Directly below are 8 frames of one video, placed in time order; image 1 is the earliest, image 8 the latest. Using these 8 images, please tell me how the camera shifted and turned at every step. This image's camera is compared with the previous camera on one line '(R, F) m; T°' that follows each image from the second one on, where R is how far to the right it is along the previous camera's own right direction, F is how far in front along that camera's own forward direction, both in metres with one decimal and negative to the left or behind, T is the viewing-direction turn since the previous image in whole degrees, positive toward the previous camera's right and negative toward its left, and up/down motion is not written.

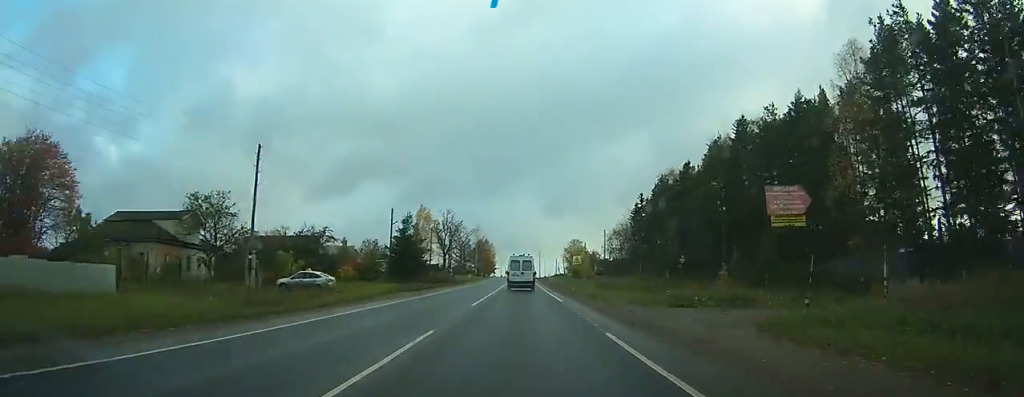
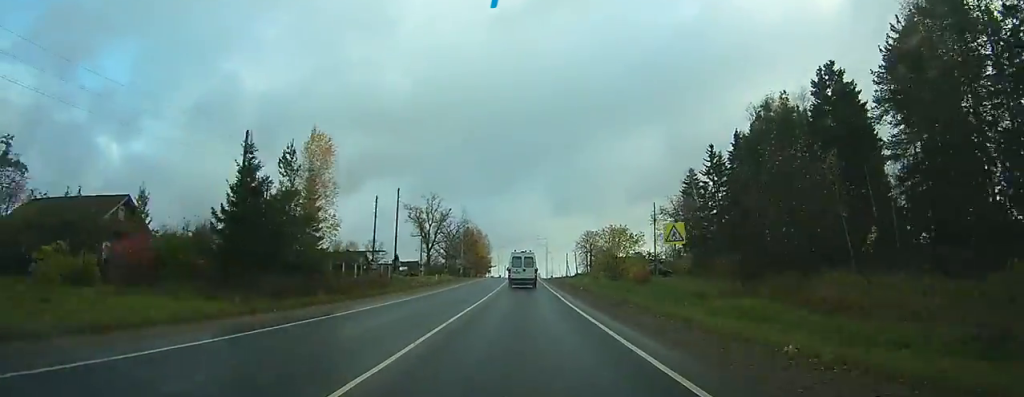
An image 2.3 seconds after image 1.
(0.0, +43.5) m; 0°
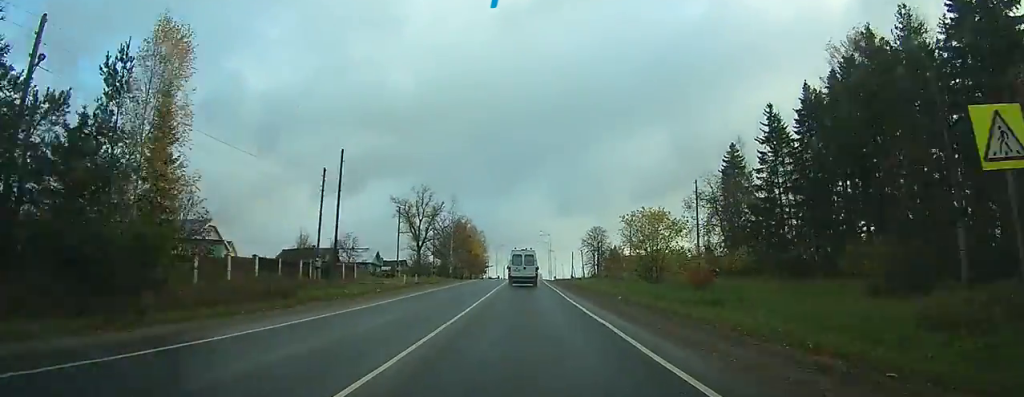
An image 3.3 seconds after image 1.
(0.0, +18.3) m; 0°
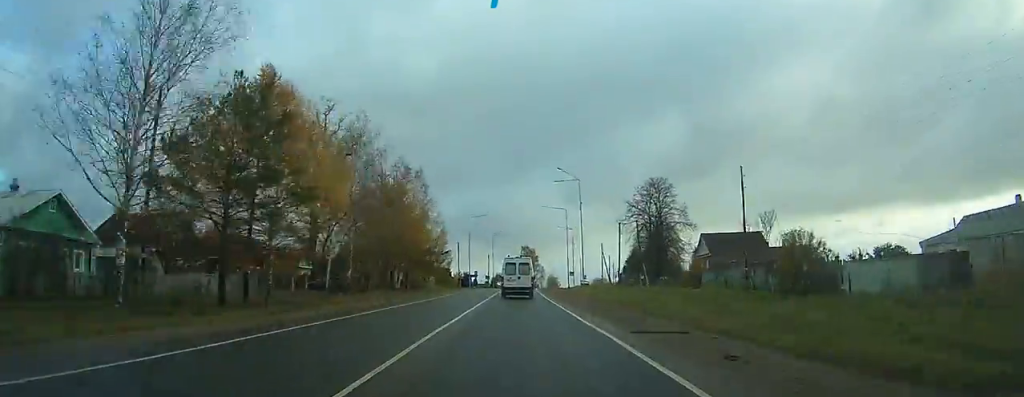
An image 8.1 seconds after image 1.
(0.0, +83.7) m; 0°
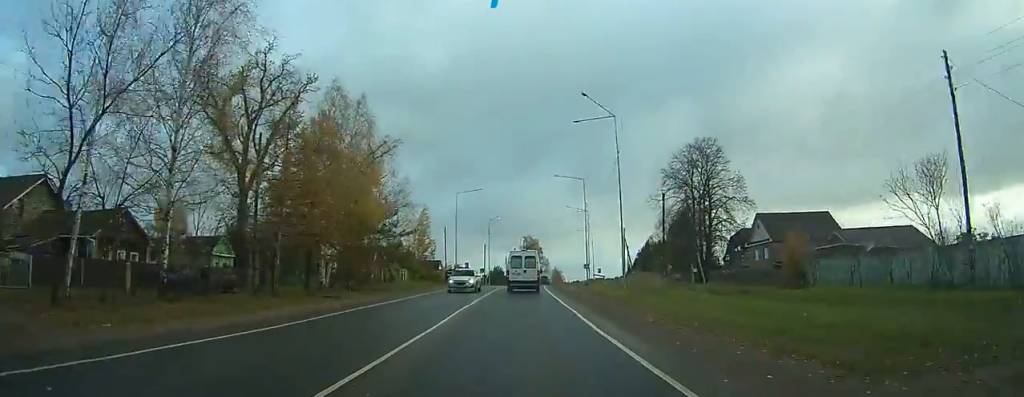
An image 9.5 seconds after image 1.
(0.0, +23.7) m; 0°
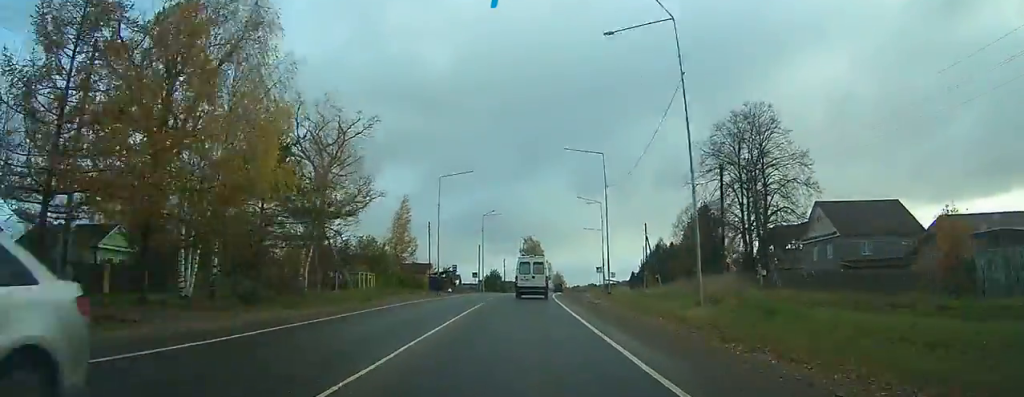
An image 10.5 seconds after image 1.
(-0.1, +16.7) m; 0°
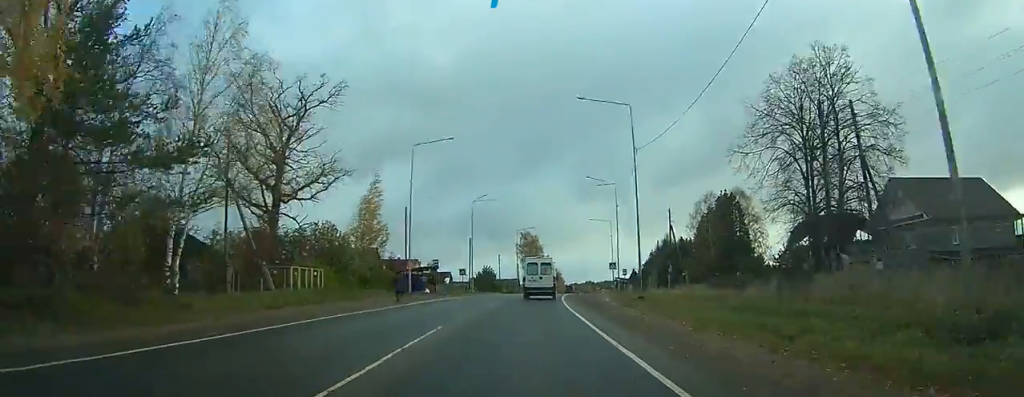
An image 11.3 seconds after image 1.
(+0.2, +14.3) m; +1°
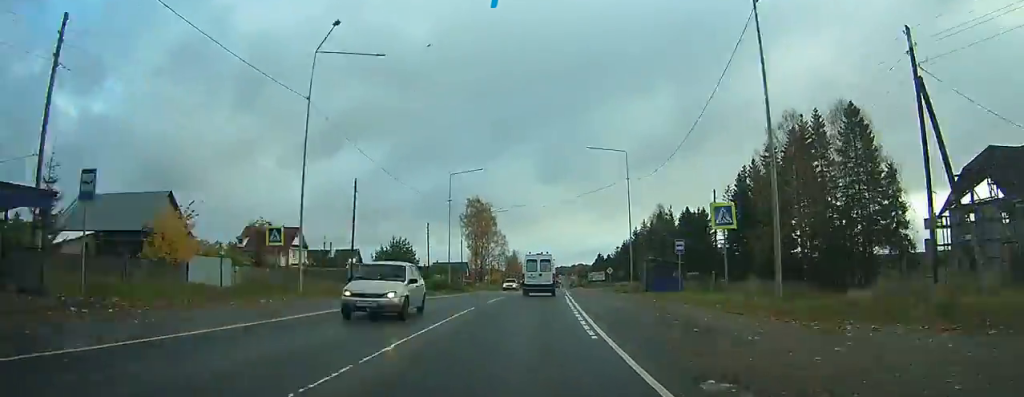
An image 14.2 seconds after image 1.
(+1.2, +47.1) m; +3°
